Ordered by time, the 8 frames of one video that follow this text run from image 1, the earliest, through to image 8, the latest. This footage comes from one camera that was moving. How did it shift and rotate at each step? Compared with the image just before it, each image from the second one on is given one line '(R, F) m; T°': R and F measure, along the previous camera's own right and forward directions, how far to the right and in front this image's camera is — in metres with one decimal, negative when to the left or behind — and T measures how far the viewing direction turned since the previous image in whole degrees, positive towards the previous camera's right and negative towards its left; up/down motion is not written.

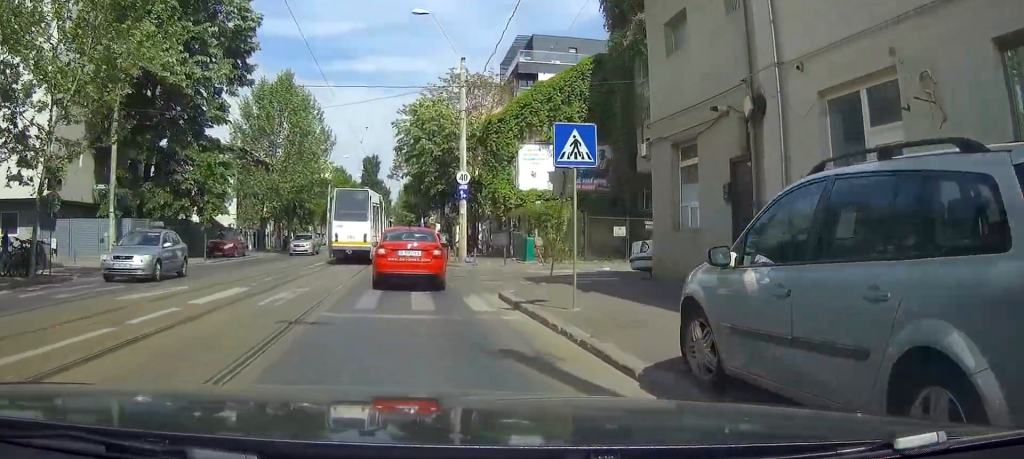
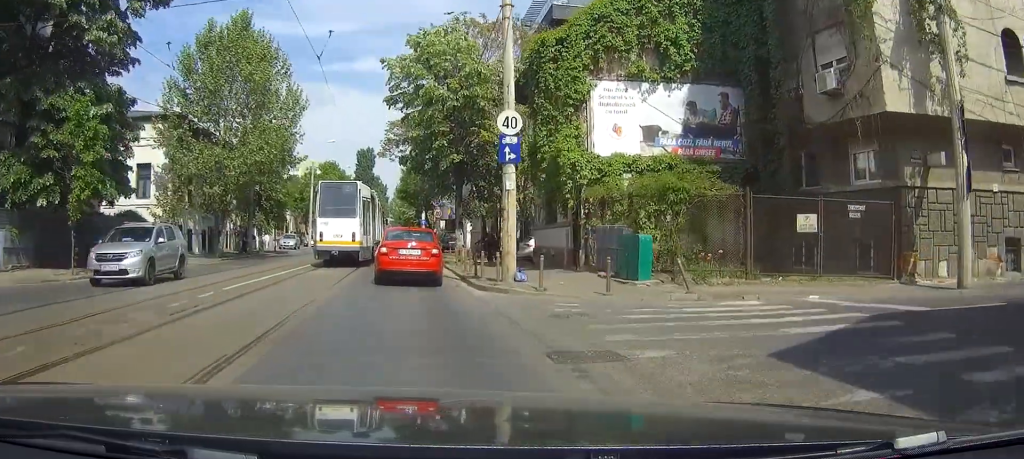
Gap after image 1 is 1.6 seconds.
(-0.2, +14.9) m; -1°
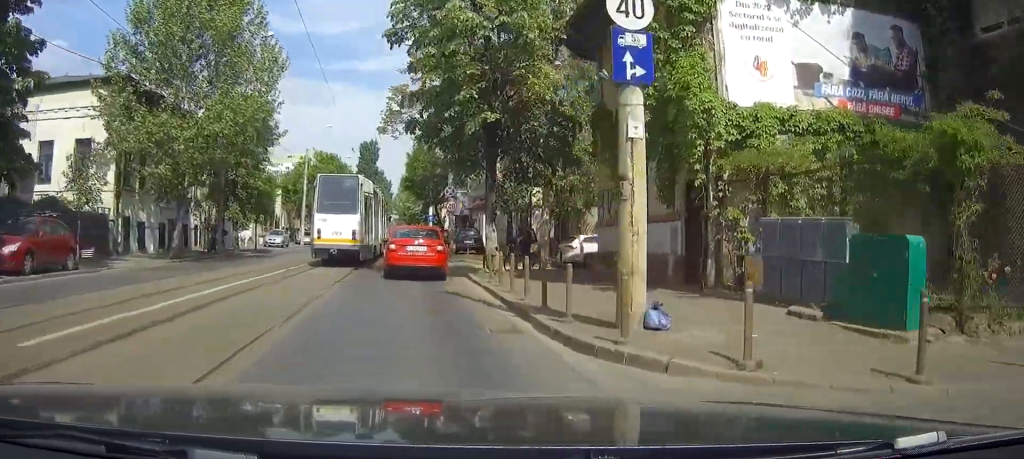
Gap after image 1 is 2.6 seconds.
(0.0, +9.0) m; -1°
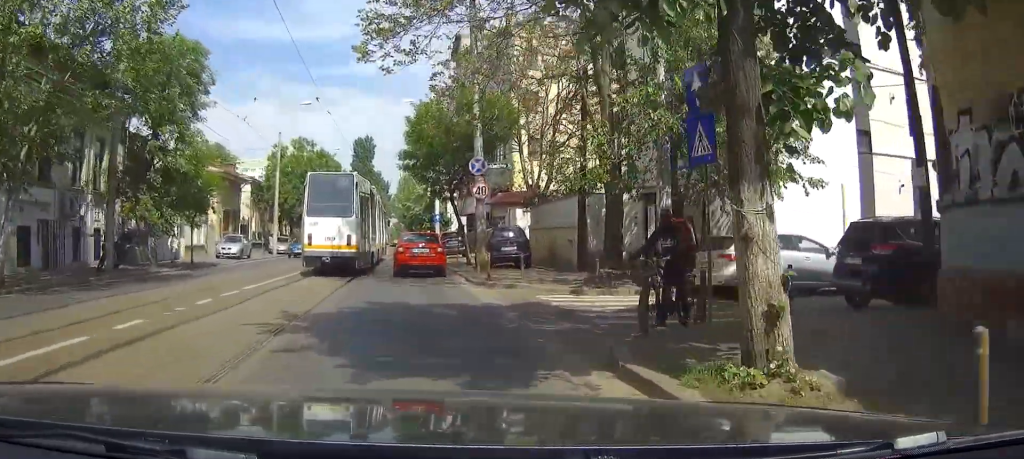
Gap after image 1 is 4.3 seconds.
(-0.1, +14.9) m; +1°
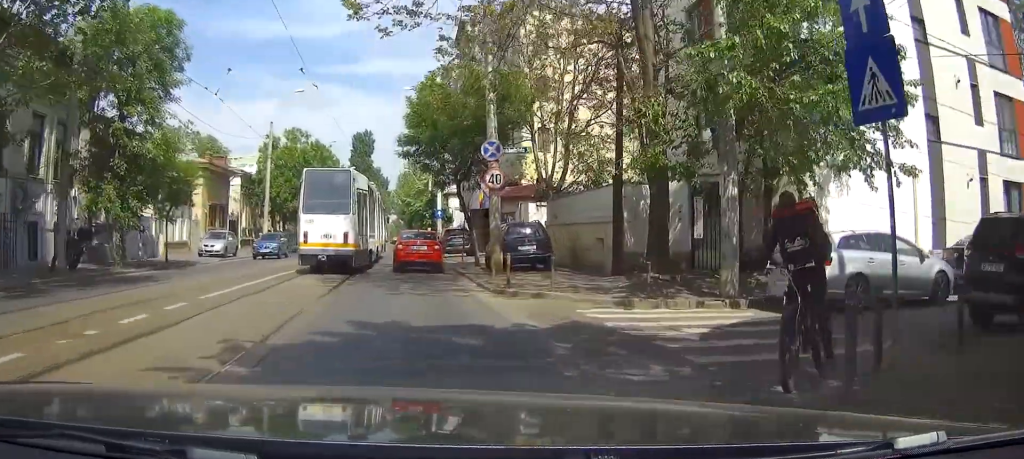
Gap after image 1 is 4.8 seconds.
(+0.1, +3.8) m; +1°
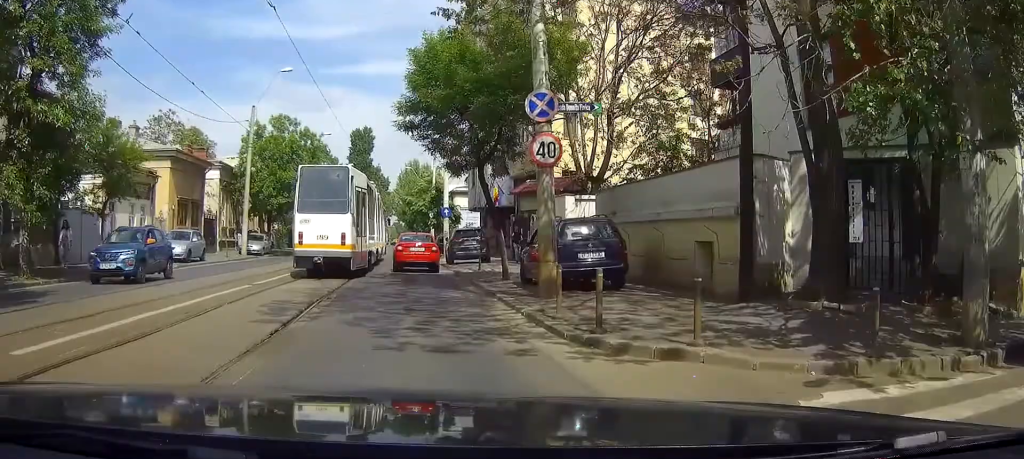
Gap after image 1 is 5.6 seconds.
(+0.1, +7.2) m; +1°
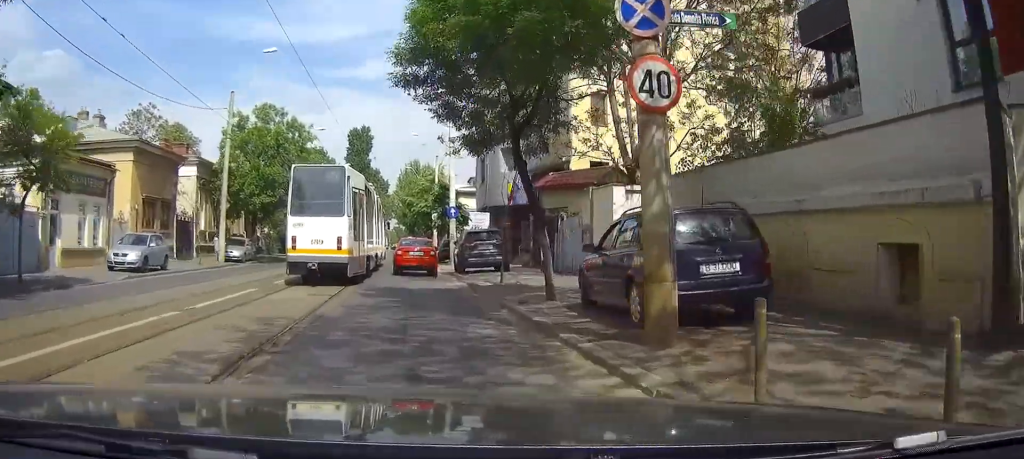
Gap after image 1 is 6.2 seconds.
(+0.1, +5.9) m; 0°
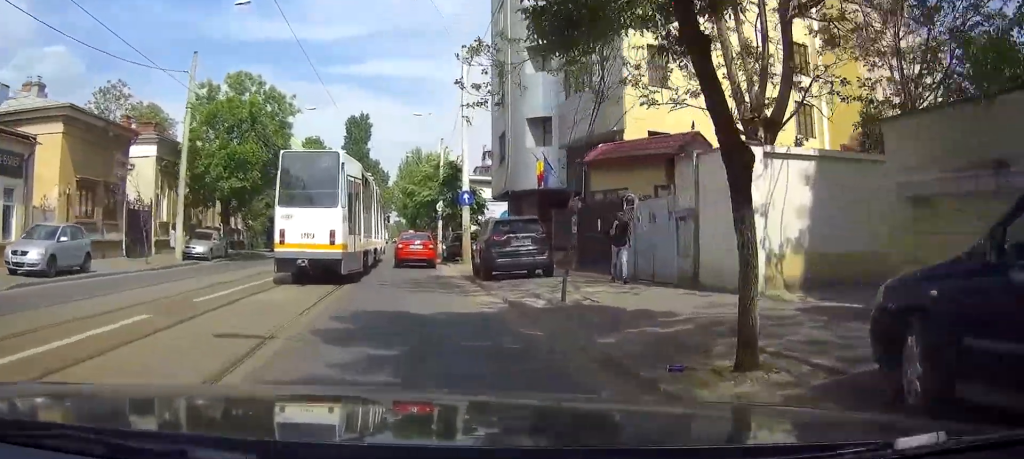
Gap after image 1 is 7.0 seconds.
(-0.2, +8.0) m; -2°
